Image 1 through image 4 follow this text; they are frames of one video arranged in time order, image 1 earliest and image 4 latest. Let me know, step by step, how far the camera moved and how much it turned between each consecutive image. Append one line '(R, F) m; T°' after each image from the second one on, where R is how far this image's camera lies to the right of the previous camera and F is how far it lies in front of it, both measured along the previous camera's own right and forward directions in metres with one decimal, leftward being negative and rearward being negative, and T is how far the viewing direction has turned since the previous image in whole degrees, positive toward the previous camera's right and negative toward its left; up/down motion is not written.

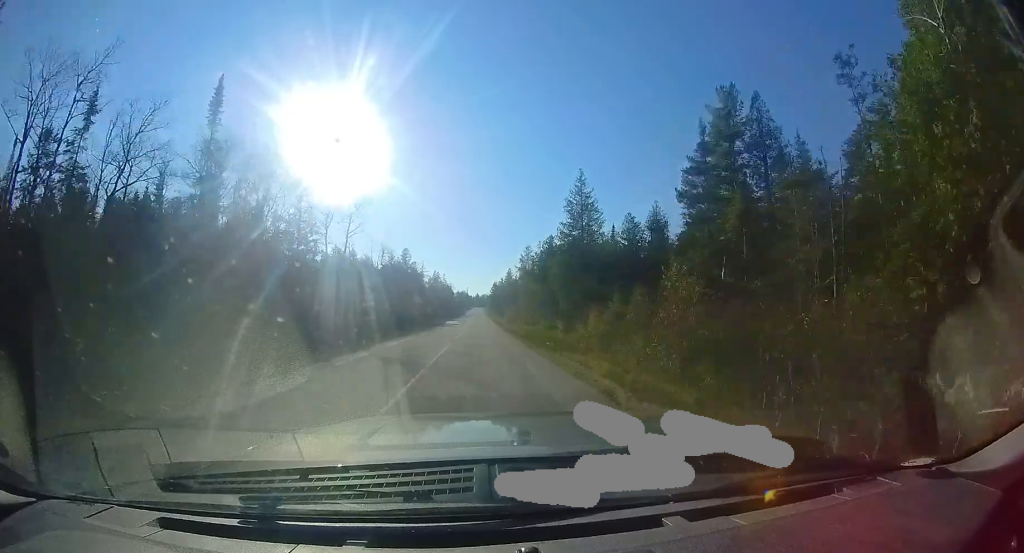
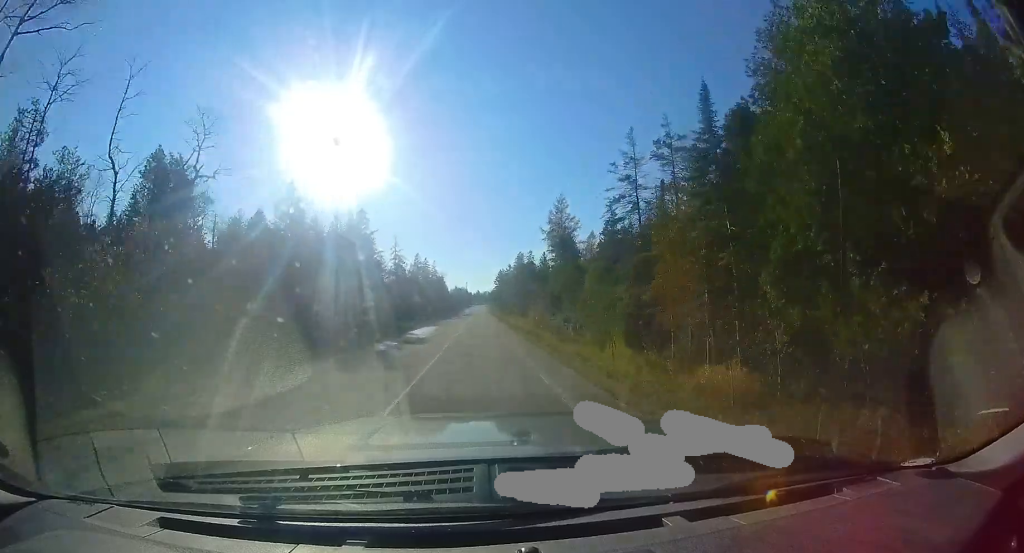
(+0.5, +34.0) m; +1°
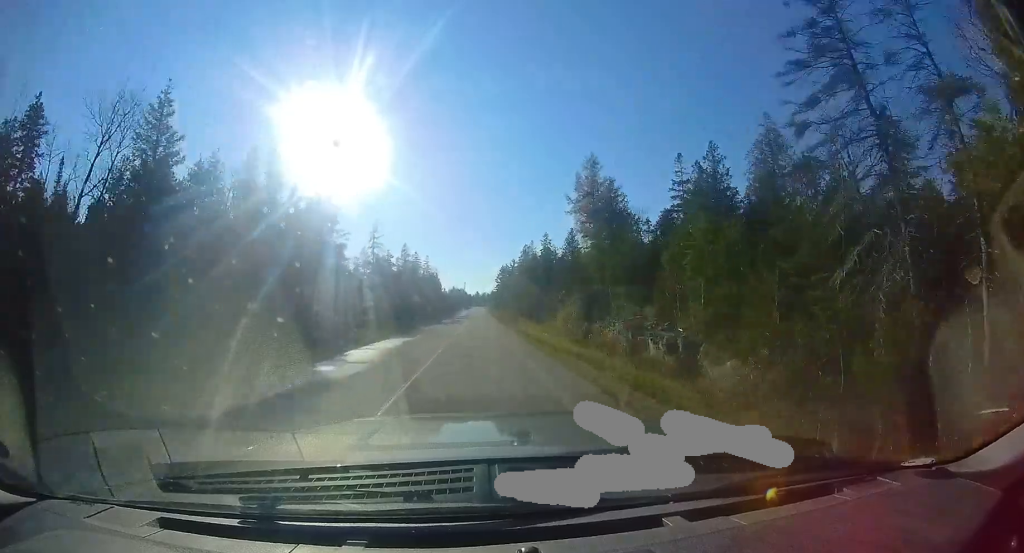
(0.0, +13.9) m; 0°
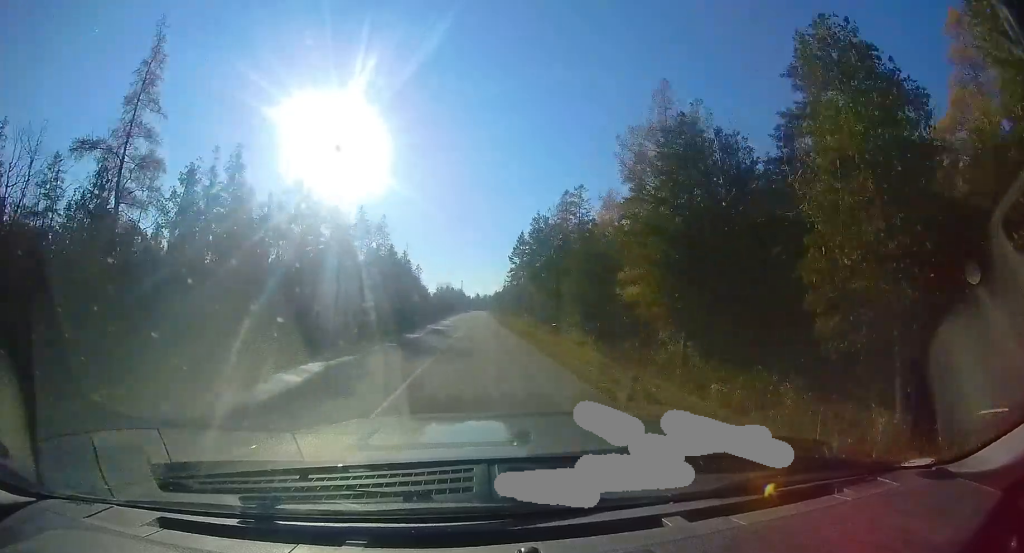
(-0.3, +42.5) m; -1°
